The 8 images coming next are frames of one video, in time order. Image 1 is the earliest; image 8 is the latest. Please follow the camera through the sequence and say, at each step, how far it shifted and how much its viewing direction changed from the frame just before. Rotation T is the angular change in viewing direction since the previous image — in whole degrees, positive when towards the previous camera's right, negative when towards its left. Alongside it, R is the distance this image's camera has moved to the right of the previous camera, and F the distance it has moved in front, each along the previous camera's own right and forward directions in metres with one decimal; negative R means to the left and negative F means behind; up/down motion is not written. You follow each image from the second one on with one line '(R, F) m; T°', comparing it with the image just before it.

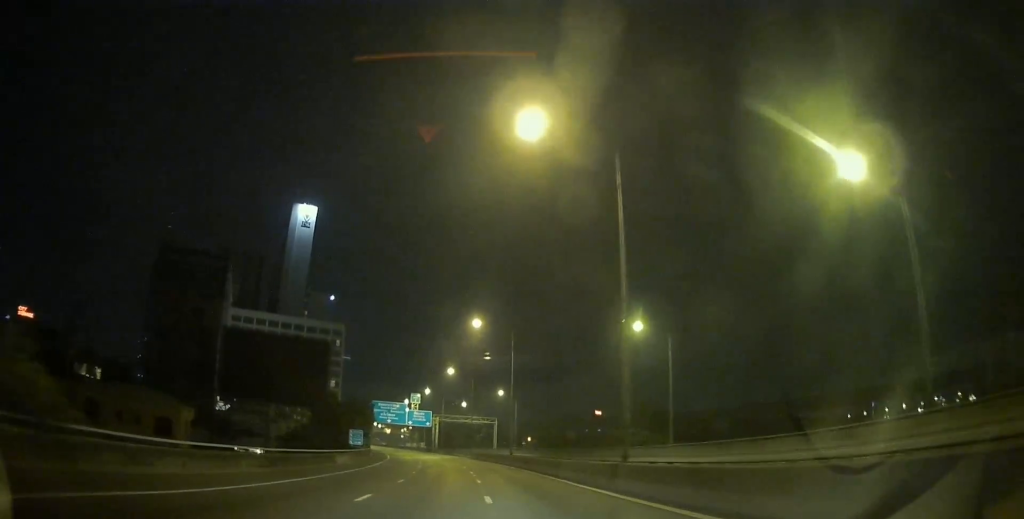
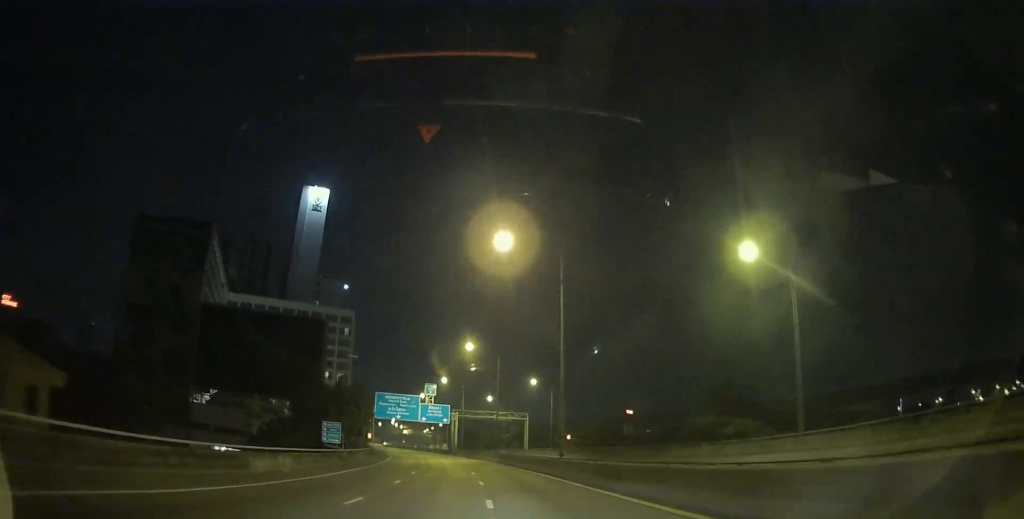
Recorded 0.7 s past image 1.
(-0.2, +19.7) m; -3°
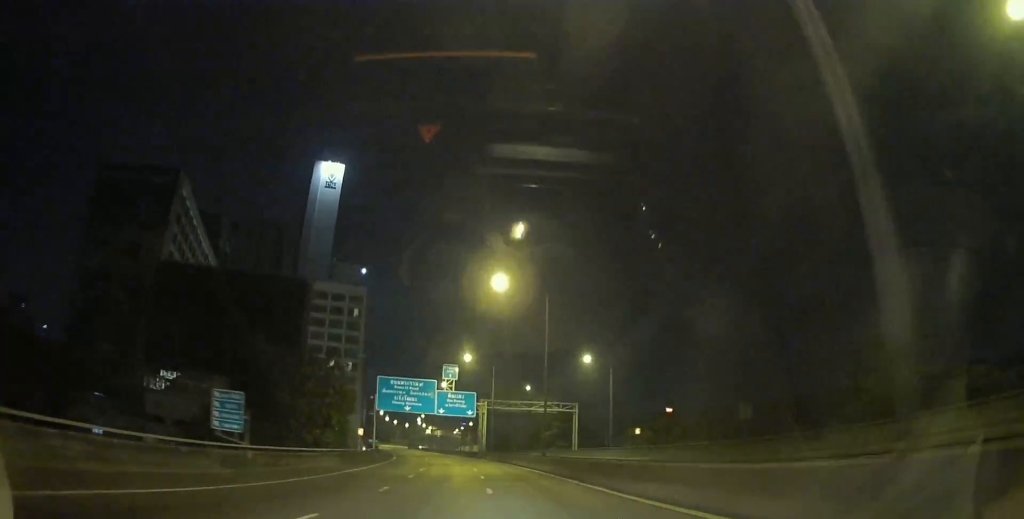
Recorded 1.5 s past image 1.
(-0.9, +23.0) m; -4°
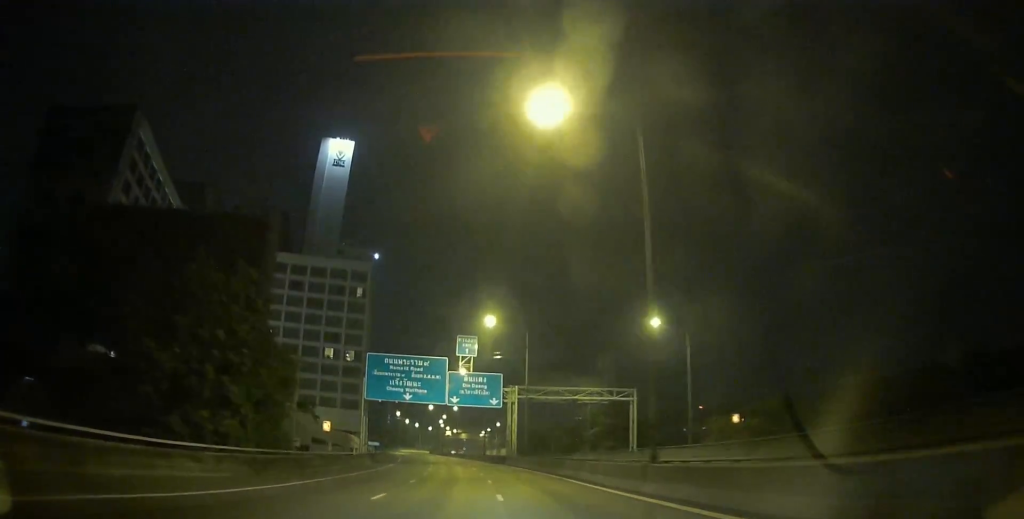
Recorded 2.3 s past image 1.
(-0.6, +19.8) m; -3°
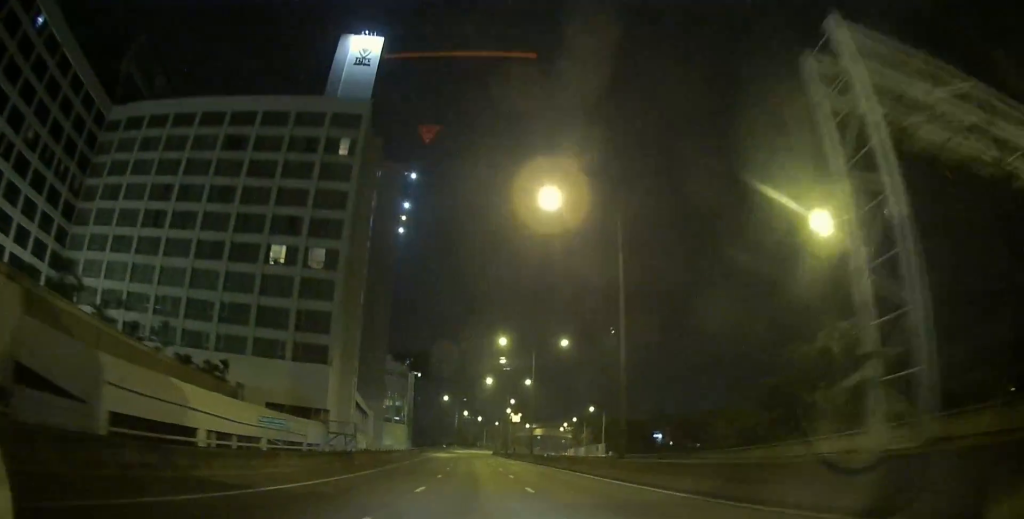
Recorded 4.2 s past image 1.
(-3.2, +52.4) m; -7°
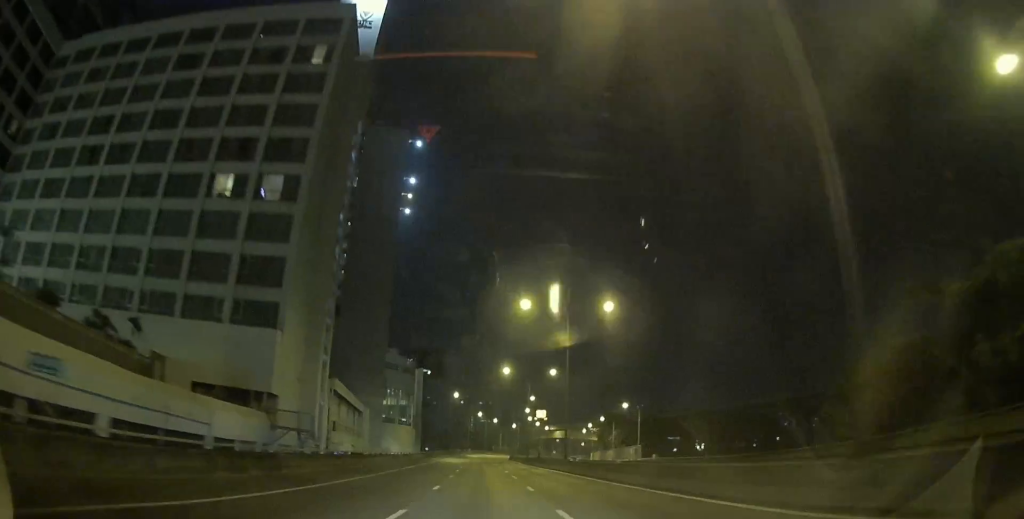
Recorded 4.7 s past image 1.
(0.0, +15.5) m; -2°
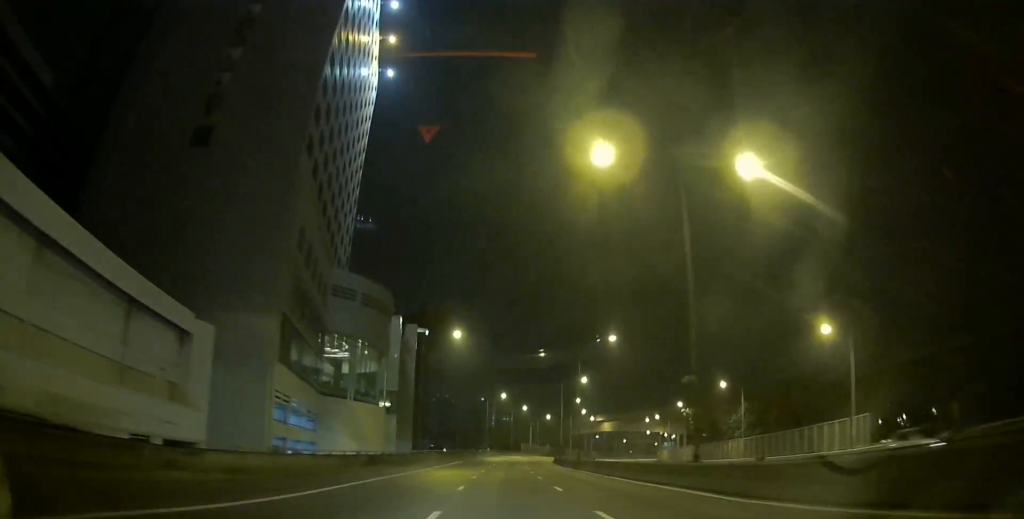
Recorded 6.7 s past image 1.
(-2.3, +54.8) m; -3°
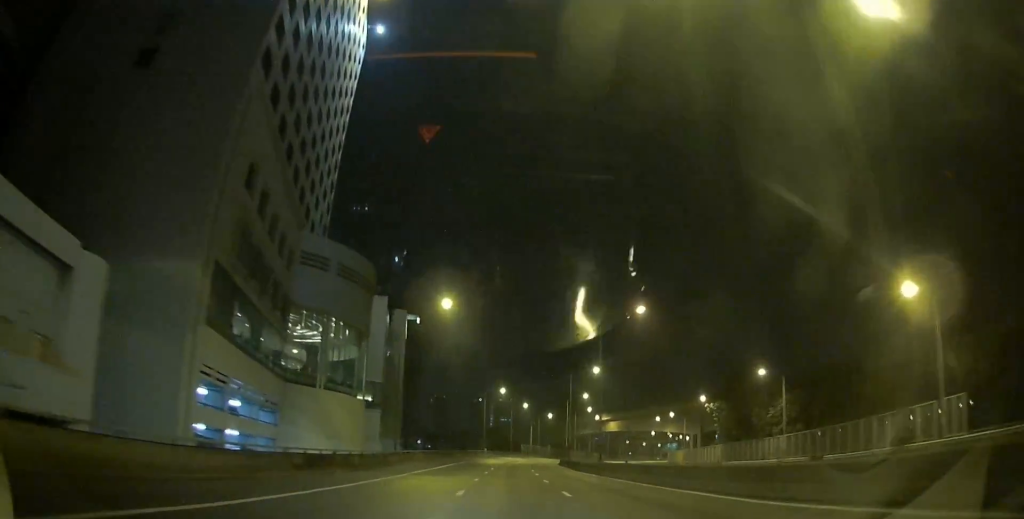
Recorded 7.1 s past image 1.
(0.0, +11.0) m; 0°
